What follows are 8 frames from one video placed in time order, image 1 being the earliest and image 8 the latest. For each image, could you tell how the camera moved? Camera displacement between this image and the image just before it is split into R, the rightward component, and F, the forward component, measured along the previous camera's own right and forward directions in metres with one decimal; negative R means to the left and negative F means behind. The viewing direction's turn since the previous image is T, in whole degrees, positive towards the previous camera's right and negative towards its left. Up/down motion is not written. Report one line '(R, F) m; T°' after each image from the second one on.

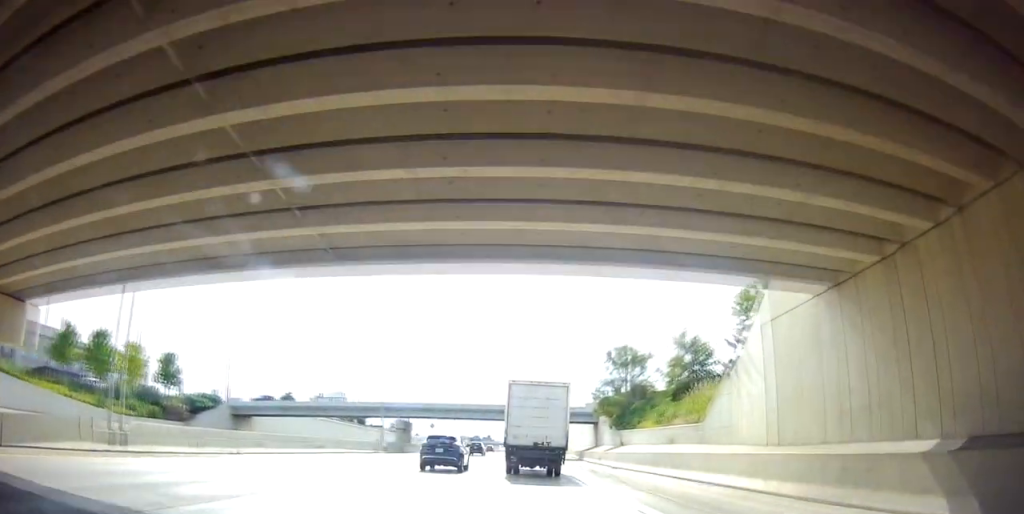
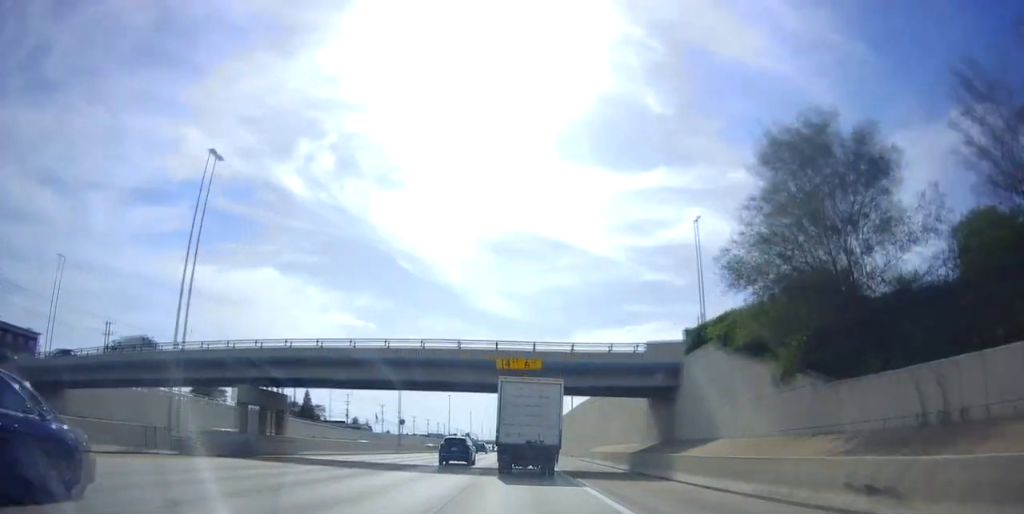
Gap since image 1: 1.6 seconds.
(+0.7, +41.2) m; +1°
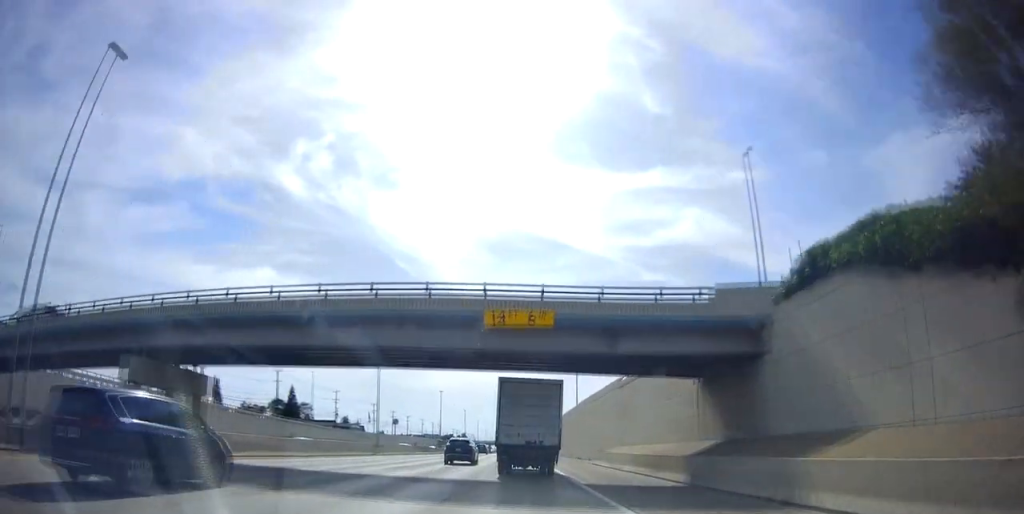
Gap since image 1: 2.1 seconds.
(0.0, +11.6) m; 0°
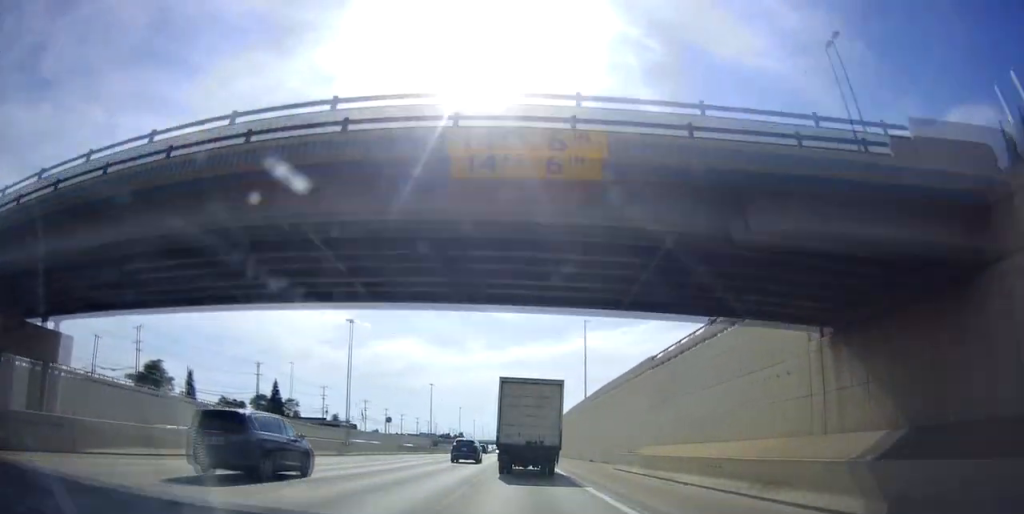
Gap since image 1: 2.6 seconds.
(-0.1, +12.3) m; +1°
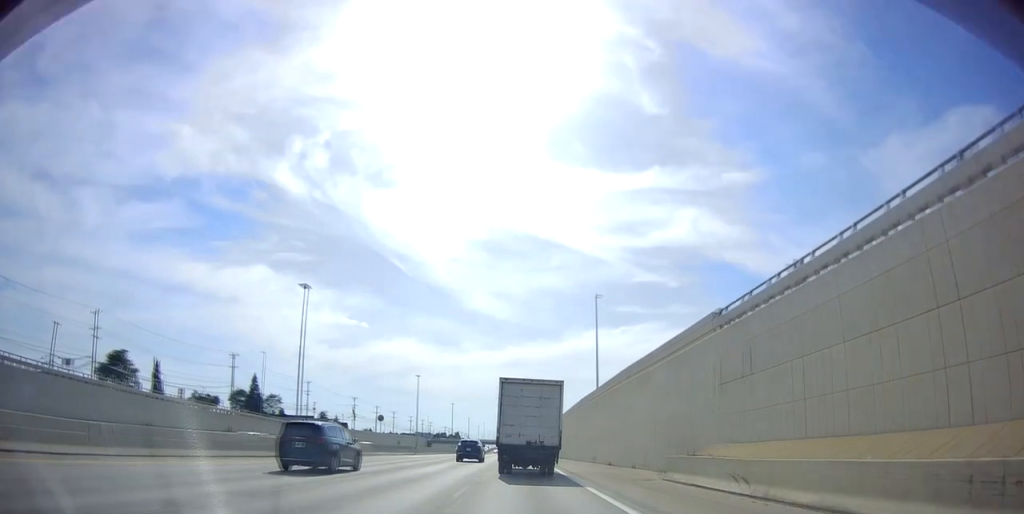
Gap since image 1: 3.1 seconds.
(+0.1, +13.1) m; +1°
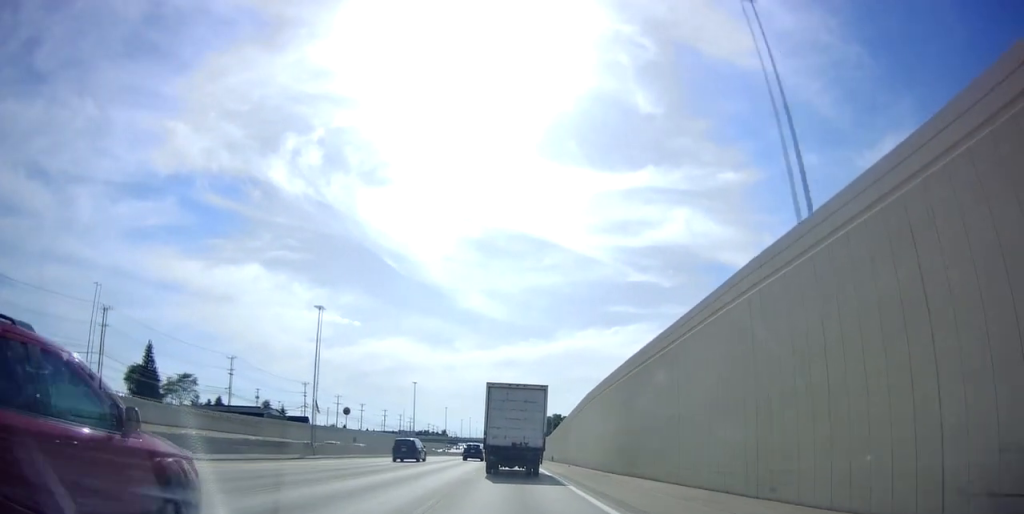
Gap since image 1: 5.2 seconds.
(+0.3, +49.5) m; 0°
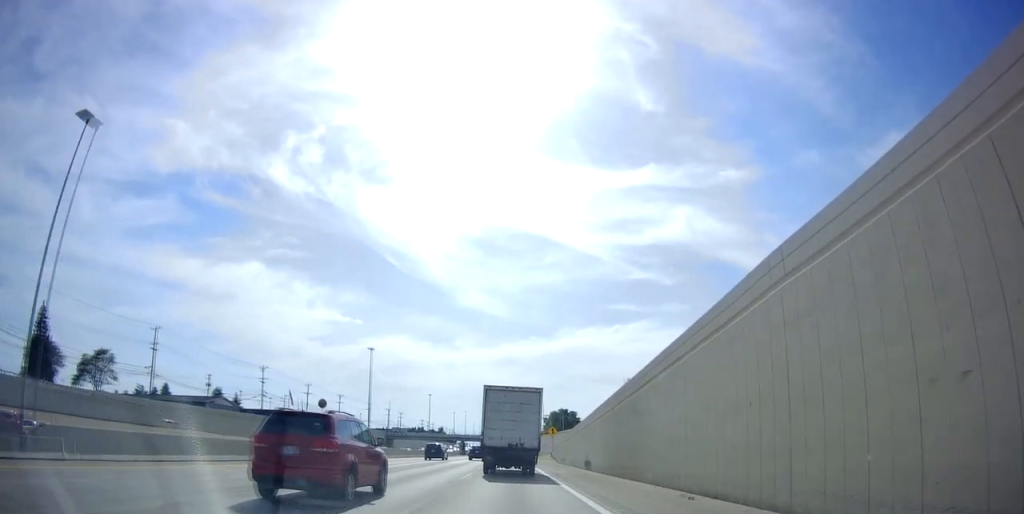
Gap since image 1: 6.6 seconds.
(+0.1, +34.4) m; +1°
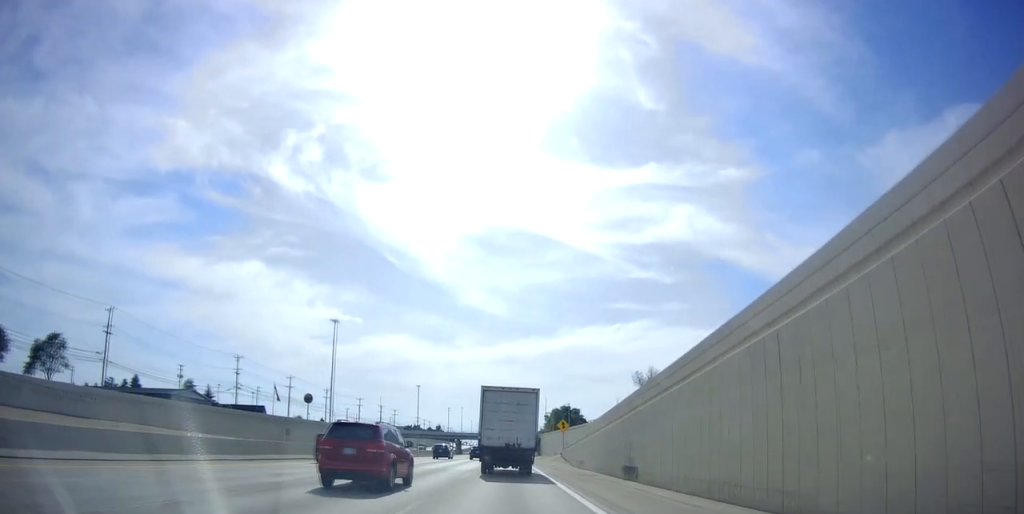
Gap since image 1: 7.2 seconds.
(+0.1, +15.2) m; 0°
